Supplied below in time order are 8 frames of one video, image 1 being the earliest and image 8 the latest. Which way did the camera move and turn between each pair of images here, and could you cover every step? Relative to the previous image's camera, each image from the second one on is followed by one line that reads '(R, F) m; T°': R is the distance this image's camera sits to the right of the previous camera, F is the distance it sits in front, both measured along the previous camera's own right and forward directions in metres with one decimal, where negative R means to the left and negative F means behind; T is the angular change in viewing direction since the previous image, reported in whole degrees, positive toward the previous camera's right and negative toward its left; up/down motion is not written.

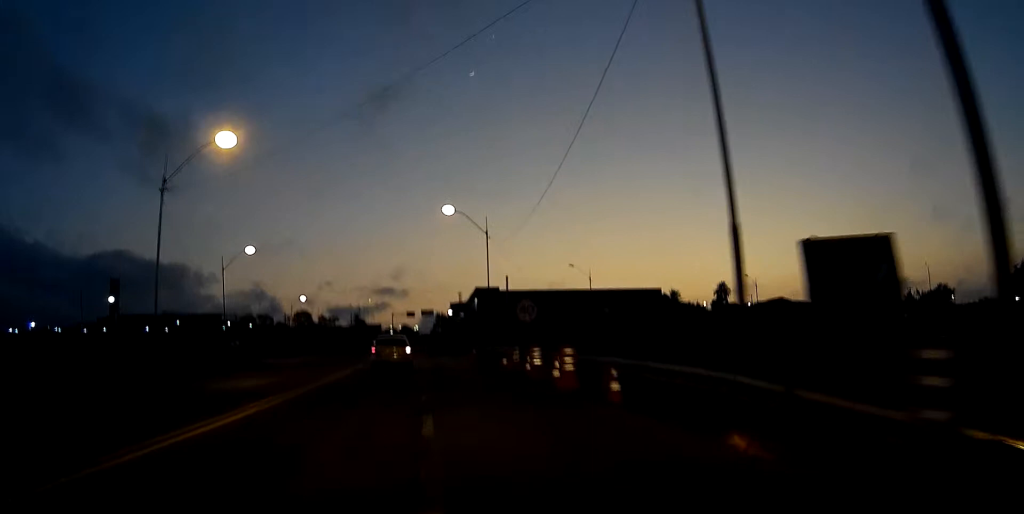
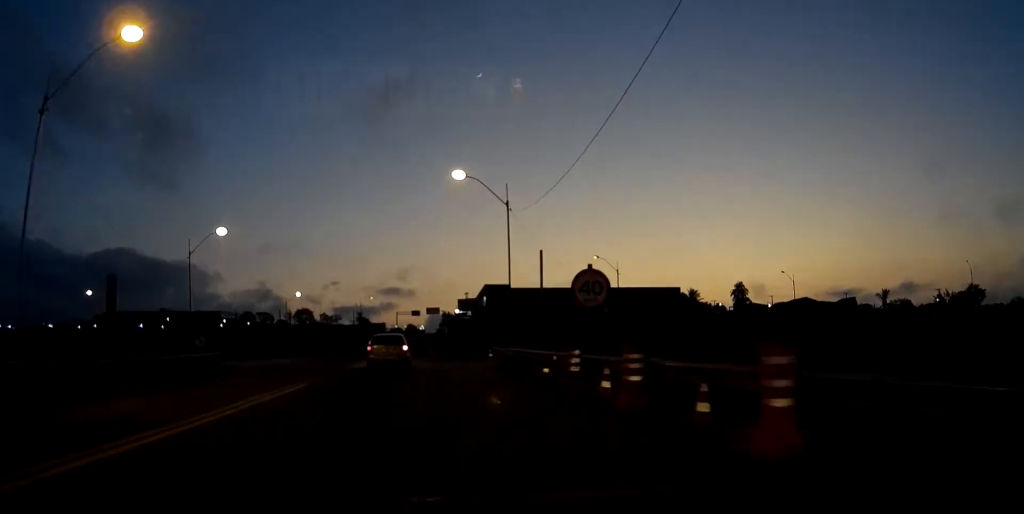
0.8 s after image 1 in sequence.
(+0.1, +11.8) m; +1°
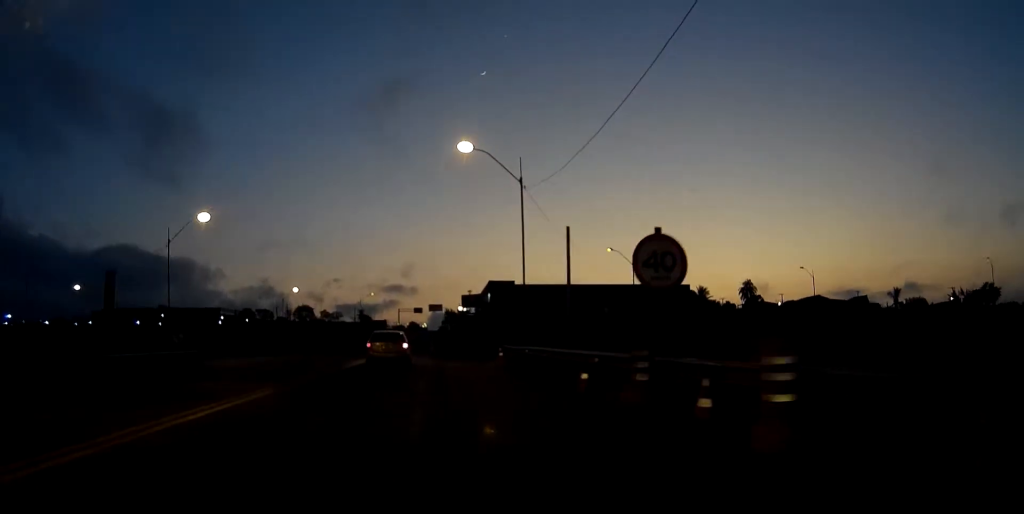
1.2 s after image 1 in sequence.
(0.0, +5.7) m; 0°
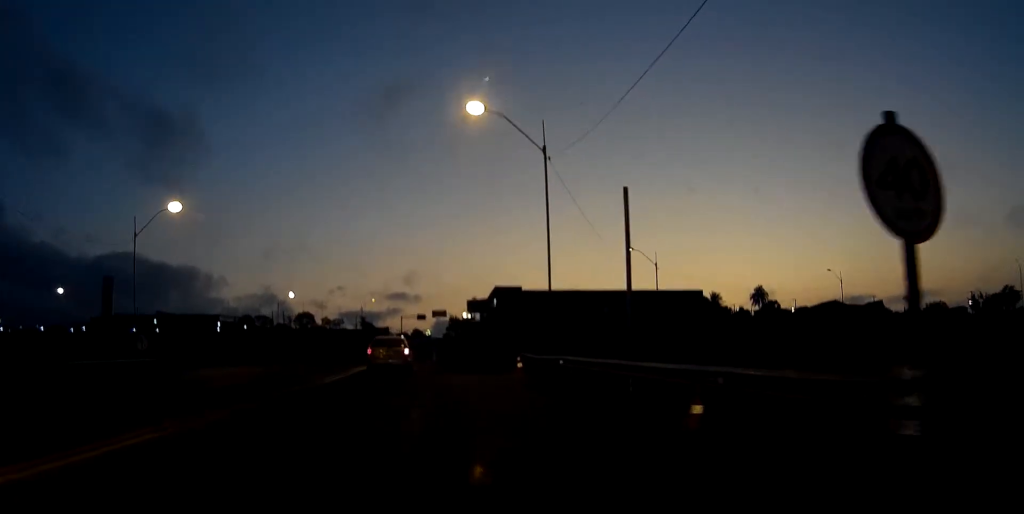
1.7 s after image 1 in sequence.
(0.0, +7.2) m; 0°
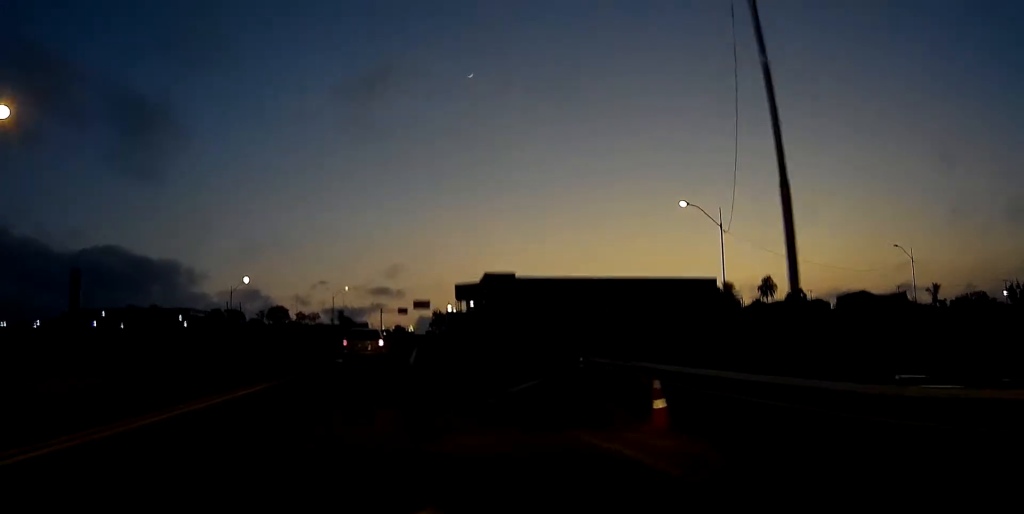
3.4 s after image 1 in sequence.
(+0.3, +20.7) m; +2°
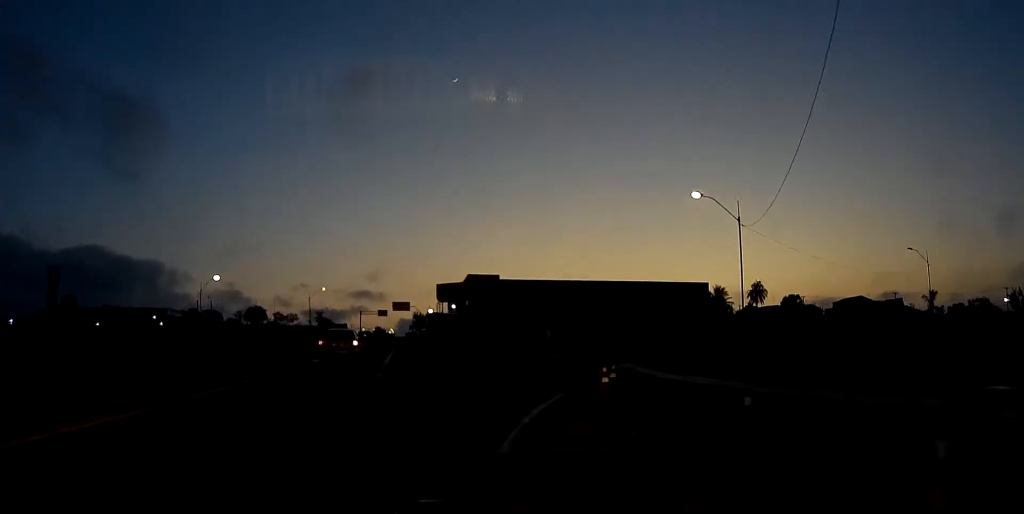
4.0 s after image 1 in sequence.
(+0.1, +6.1) m; +3°
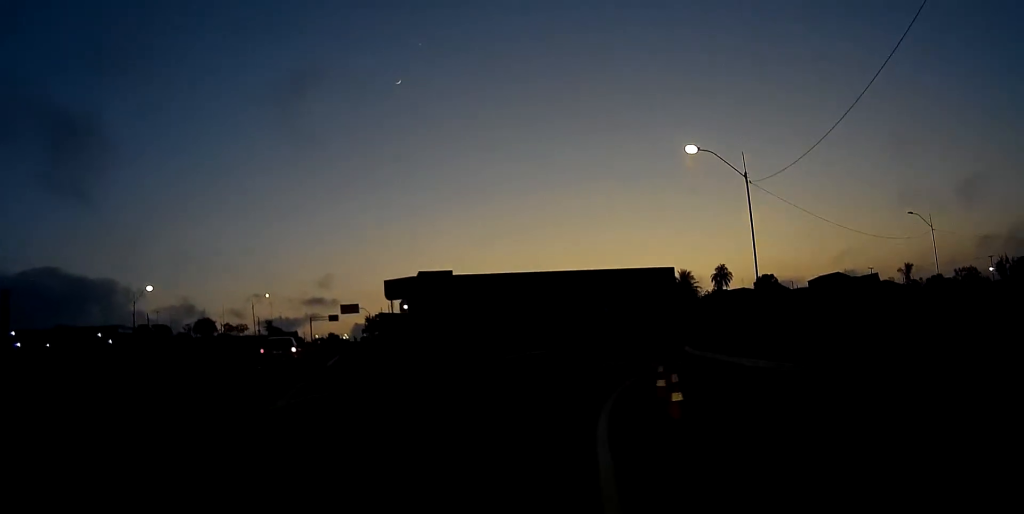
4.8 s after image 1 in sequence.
(+0.3, +8.5) m; +6°
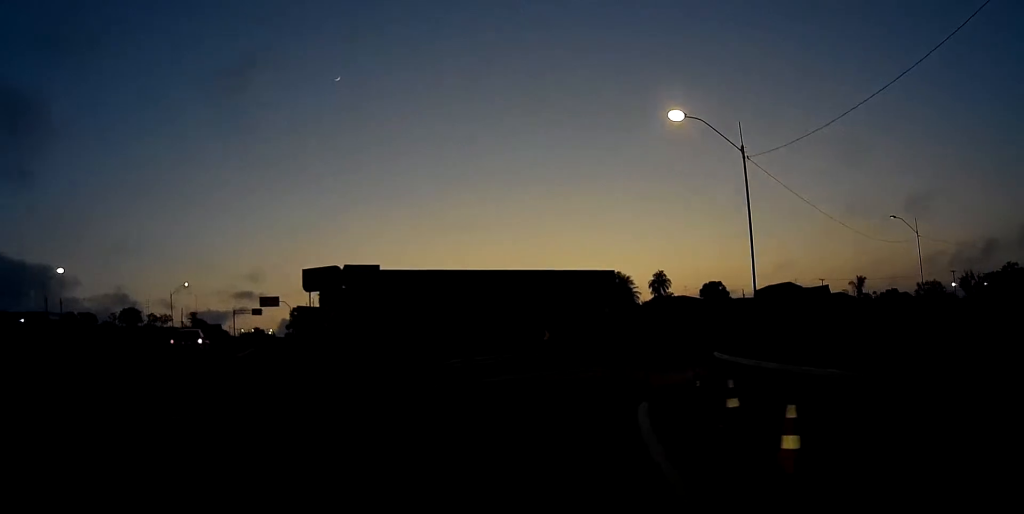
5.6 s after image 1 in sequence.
(+0.3, +7.3) m; +7°
